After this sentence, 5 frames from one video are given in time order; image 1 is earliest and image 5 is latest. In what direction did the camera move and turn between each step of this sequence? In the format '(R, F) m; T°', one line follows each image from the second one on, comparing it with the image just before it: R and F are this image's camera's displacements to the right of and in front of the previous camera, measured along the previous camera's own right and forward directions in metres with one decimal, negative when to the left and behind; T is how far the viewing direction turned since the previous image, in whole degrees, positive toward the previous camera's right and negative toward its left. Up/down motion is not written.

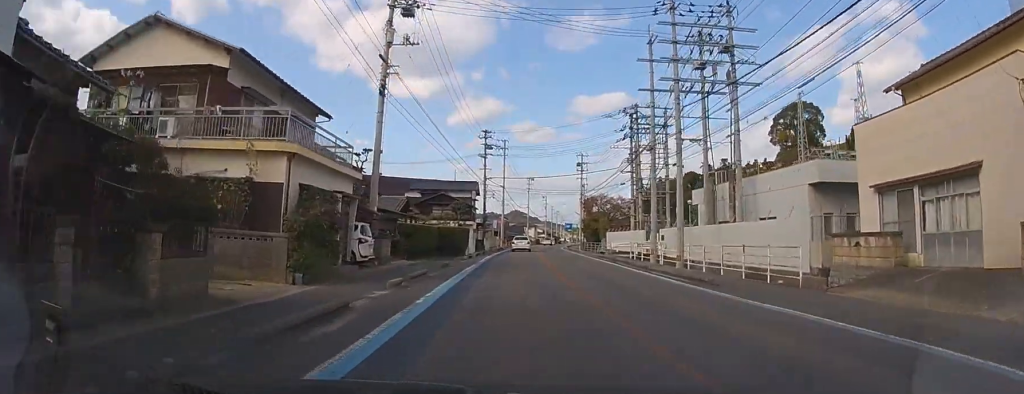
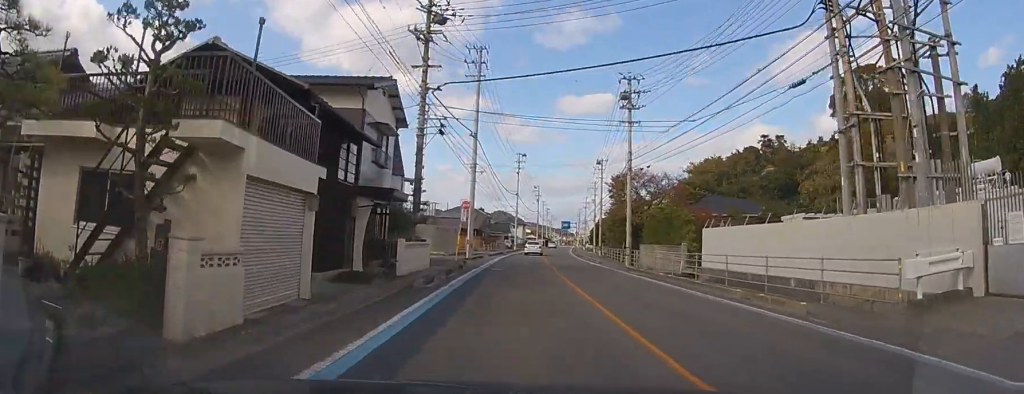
(+0.4, +34.6) m; +2°
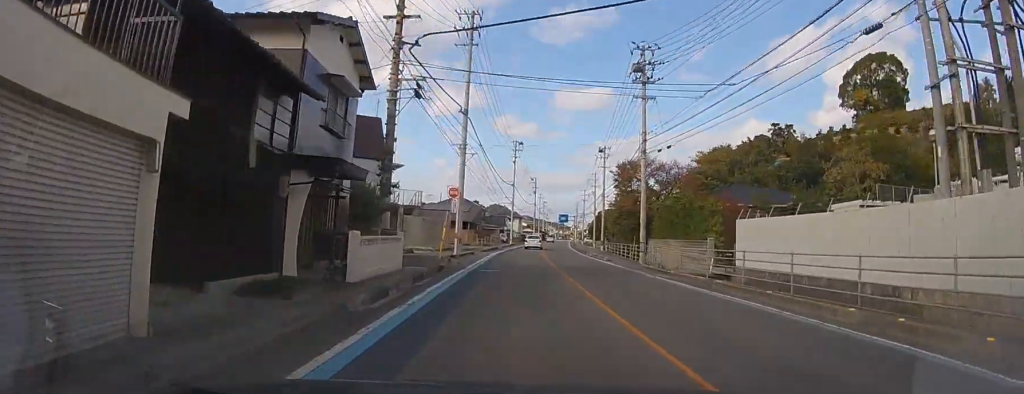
(0.0, +5.2) m; 0°
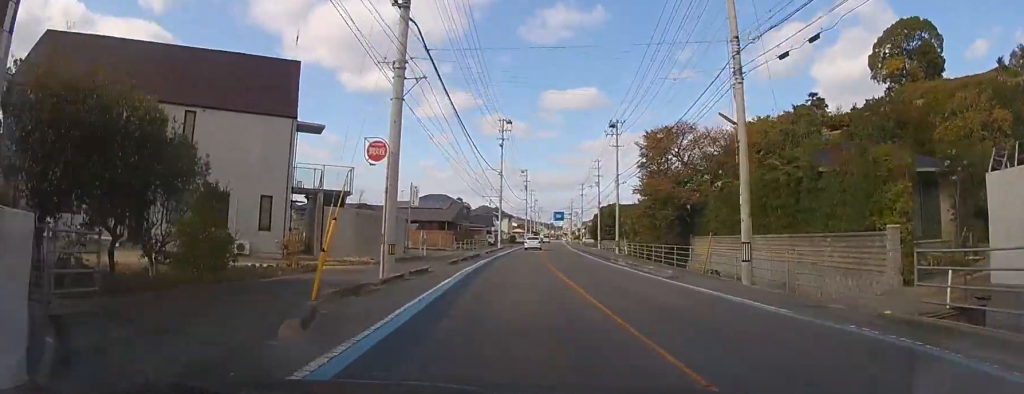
(+0.2, +14.3) m; +1°
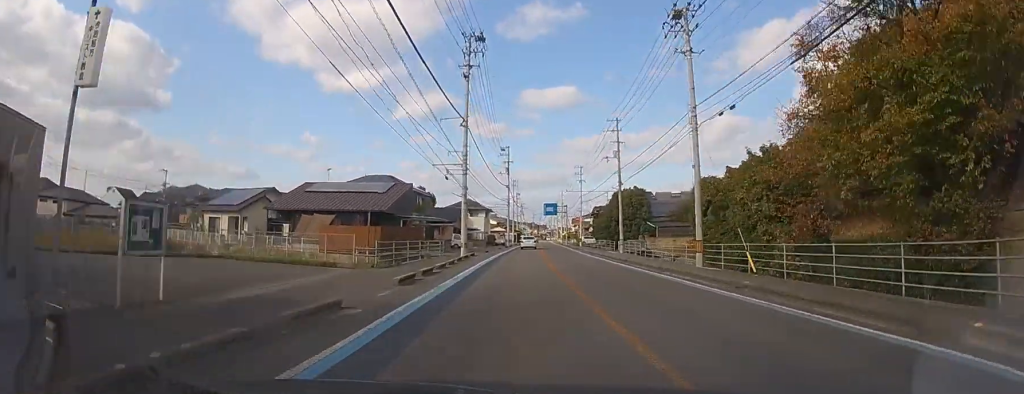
(+0.5, +26.0) m; +2°
